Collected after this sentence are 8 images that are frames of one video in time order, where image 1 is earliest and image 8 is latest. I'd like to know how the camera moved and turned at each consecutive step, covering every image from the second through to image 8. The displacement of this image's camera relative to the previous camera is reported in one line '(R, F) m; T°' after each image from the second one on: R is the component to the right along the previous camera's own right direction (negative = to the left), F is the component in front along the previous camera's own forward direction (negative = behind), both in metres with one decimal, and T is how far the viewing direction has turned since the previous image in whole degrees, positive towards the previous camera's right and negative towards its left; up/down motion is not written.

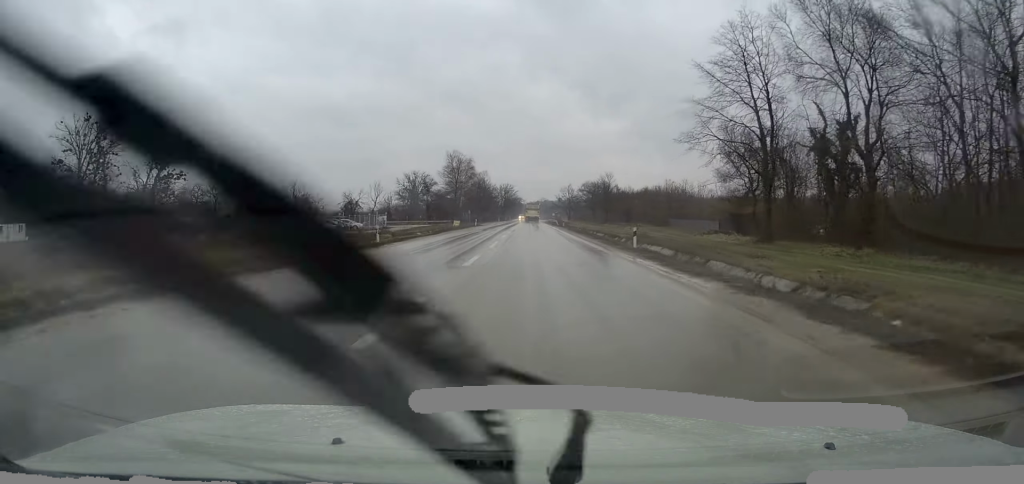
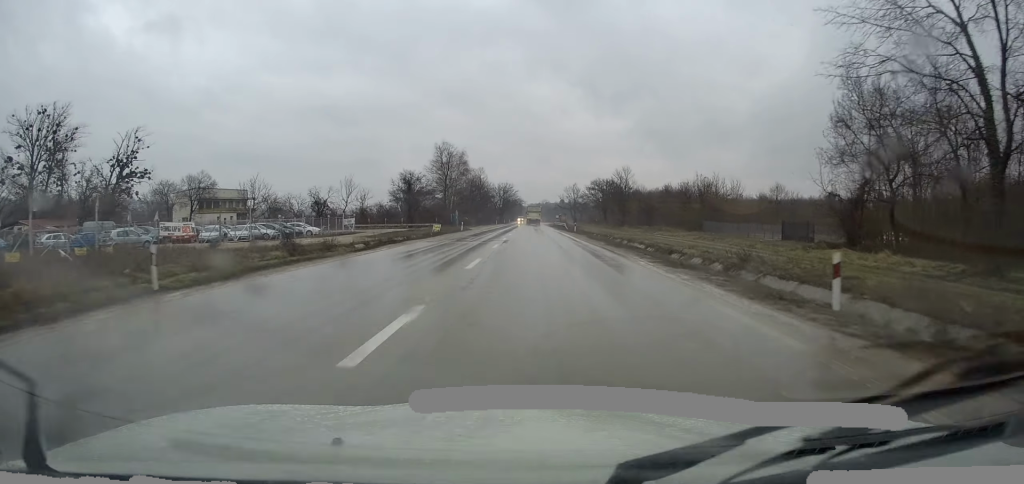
(0.0, +17.9) m; 0°
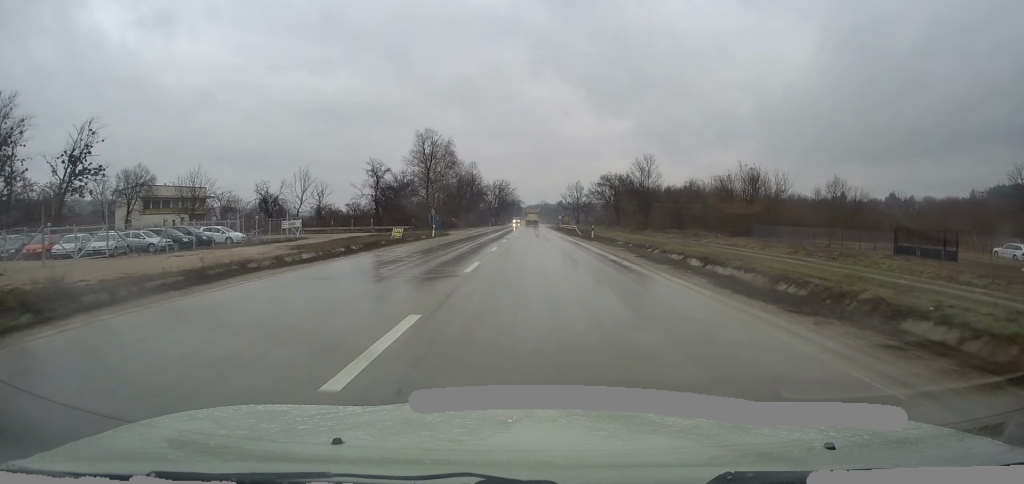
(0.0, +17.8) m; 0°
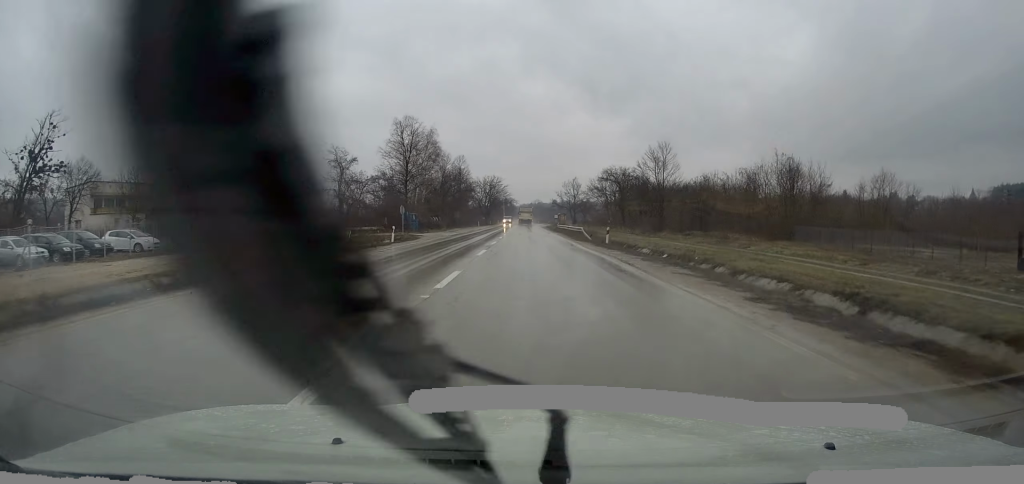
(0.0, +11.5) m; 0°
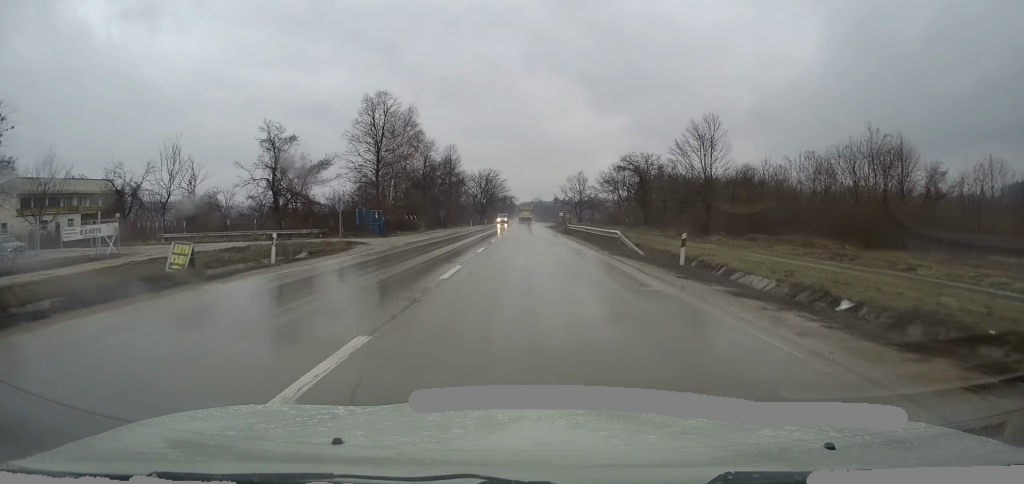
(0.0, +15.9) m; 0°
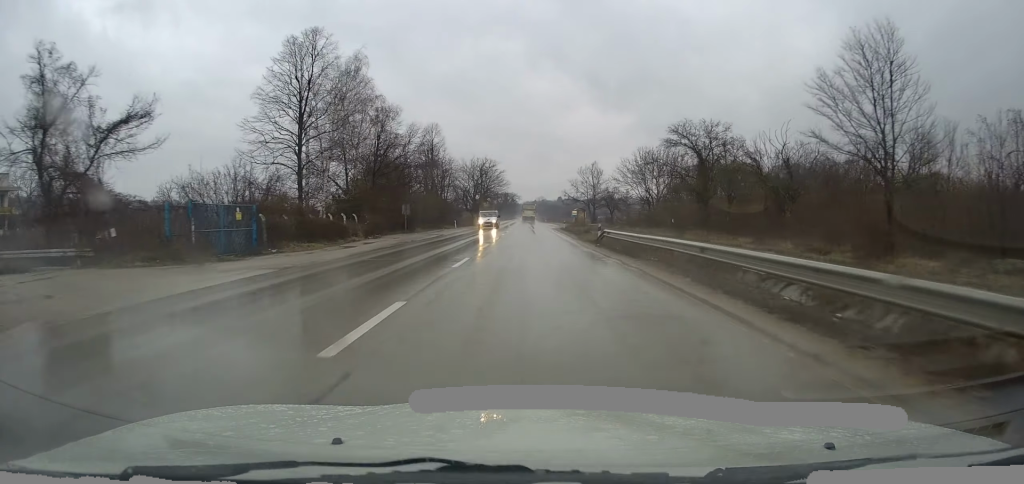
(0.0, +23.5) m; 0°
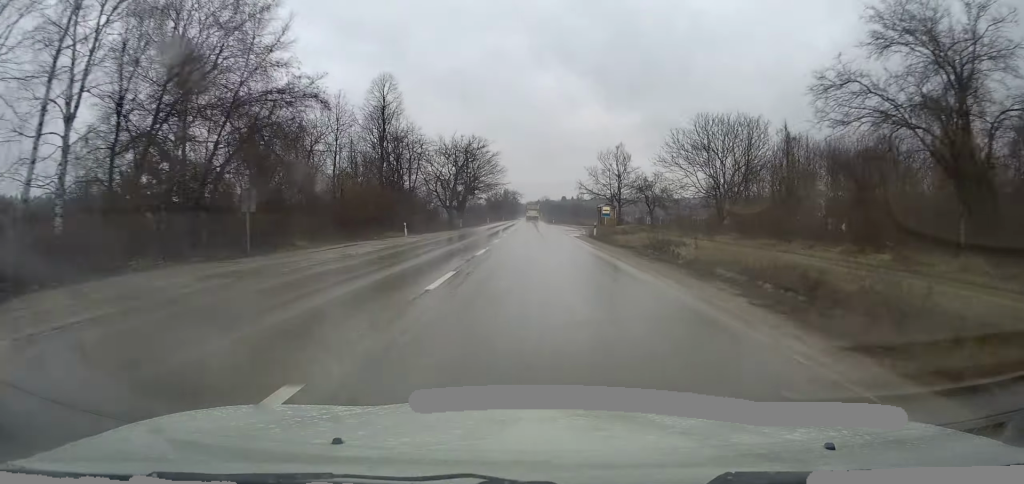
(+0.6, +29.9) m; +1°
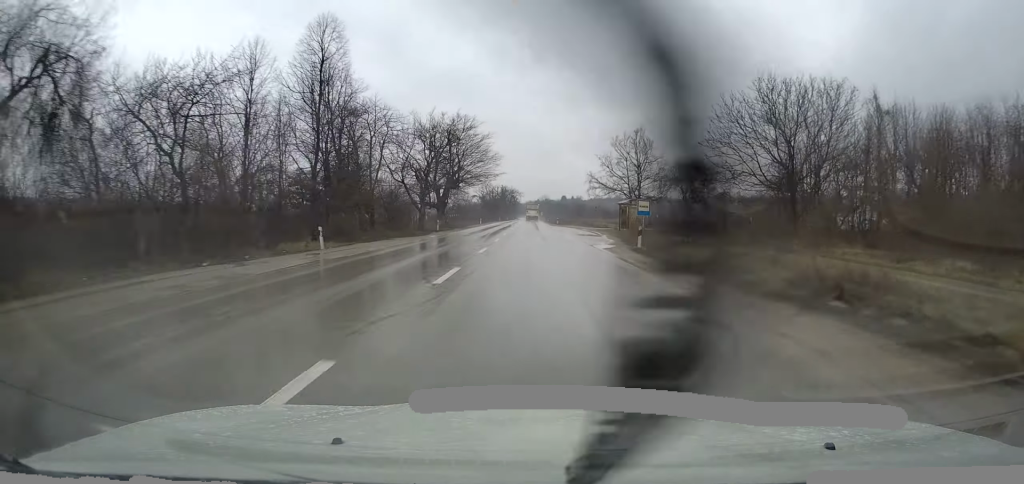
(-0.2, +16.5) m; -1°
